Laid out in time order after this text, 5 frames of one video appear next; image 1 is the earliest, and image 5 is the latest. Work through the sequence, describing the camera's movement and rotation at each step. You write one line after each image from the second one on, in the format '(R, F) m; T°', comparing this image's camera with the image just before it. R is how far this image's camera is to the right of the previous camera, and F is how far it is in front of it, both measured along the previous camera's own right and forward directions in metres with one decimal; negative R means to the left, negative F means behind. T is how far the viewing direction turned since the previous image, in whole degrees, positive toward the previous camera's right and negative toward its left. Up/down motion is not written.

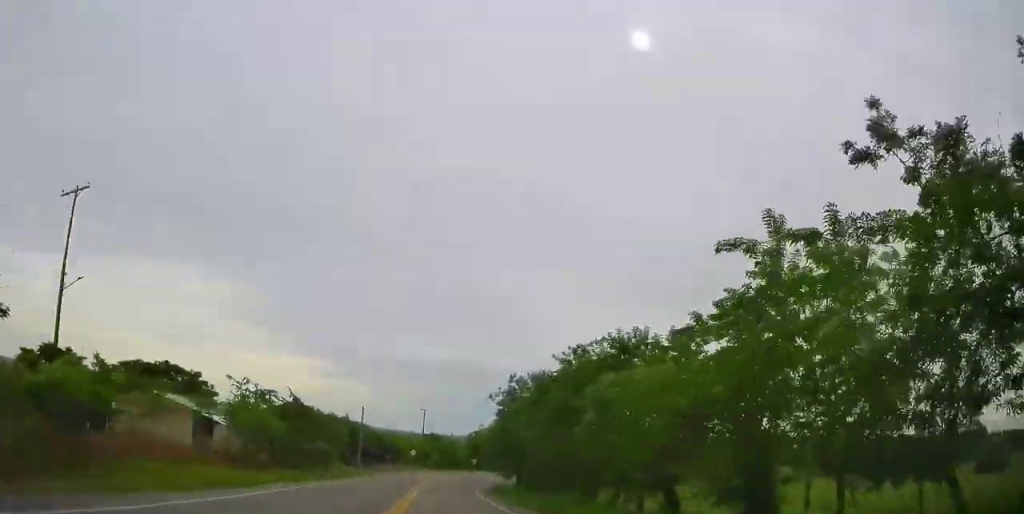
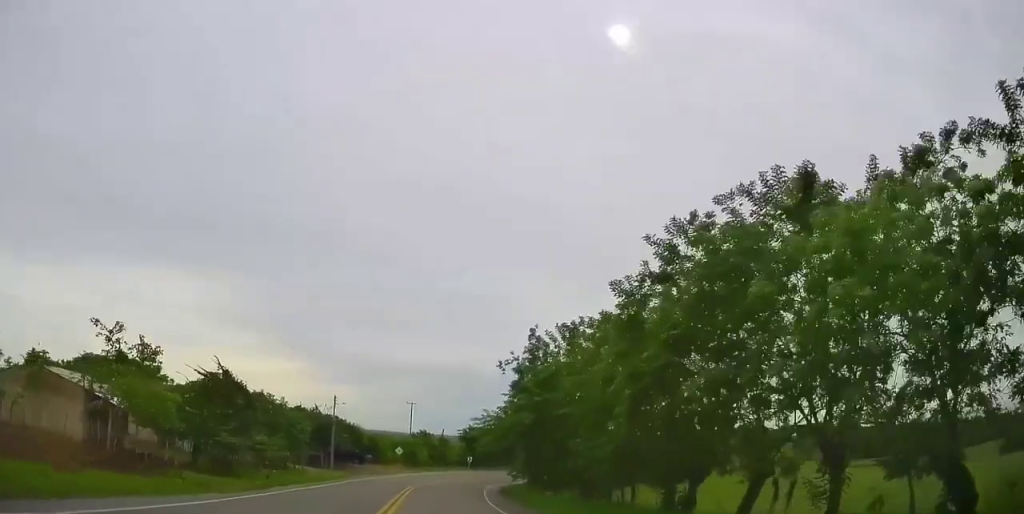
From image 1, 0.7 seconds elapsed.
(-0.6, +12.9) m; -2°
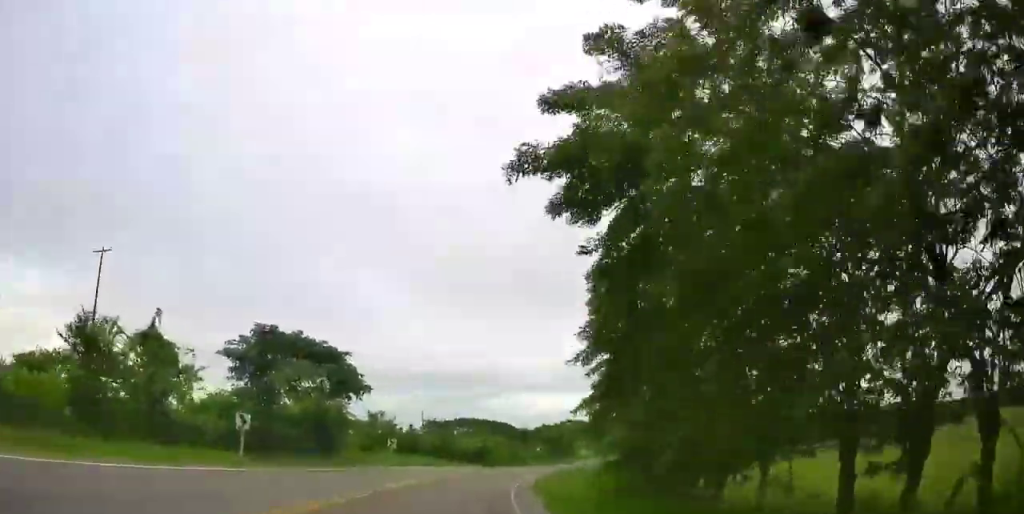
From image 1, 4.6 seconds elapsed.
(+0.1, +75.3) m; +8°
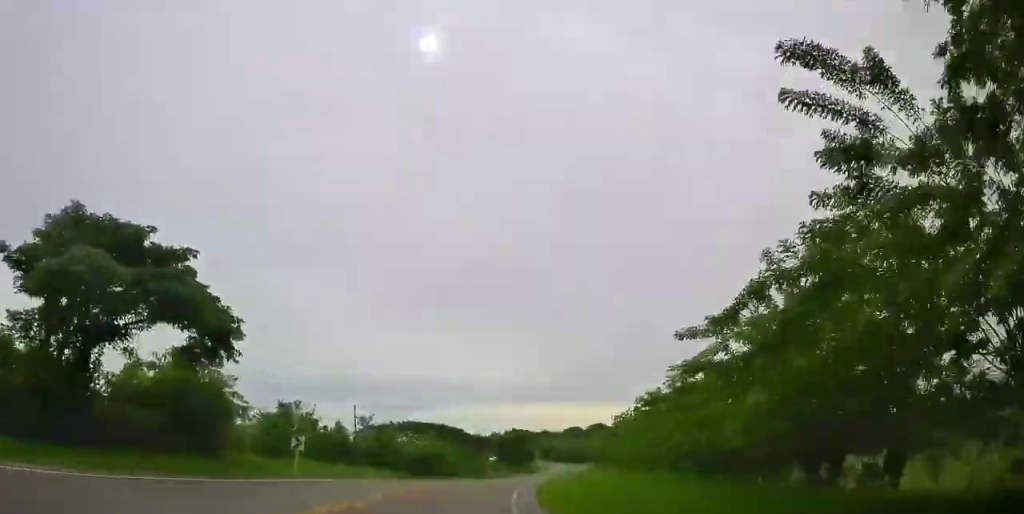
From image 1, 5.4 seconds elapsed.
(+3.8, +16.2) m; +10°
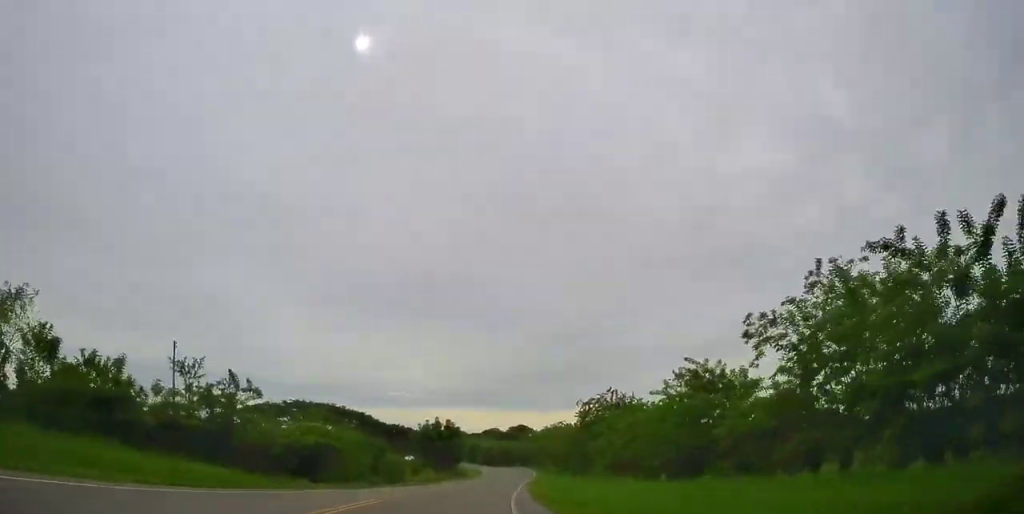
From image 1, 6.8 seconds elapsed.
(+0.4, +27.1) m; +2°
